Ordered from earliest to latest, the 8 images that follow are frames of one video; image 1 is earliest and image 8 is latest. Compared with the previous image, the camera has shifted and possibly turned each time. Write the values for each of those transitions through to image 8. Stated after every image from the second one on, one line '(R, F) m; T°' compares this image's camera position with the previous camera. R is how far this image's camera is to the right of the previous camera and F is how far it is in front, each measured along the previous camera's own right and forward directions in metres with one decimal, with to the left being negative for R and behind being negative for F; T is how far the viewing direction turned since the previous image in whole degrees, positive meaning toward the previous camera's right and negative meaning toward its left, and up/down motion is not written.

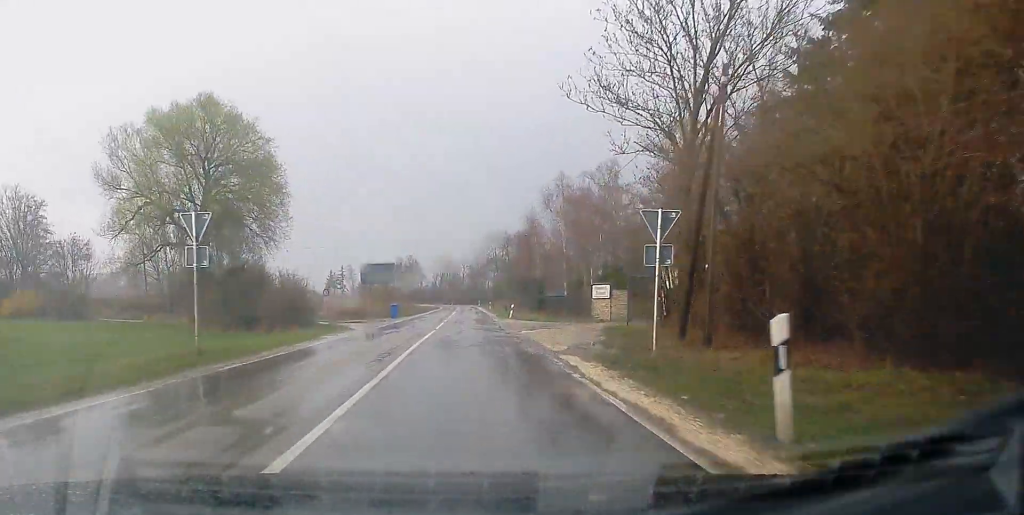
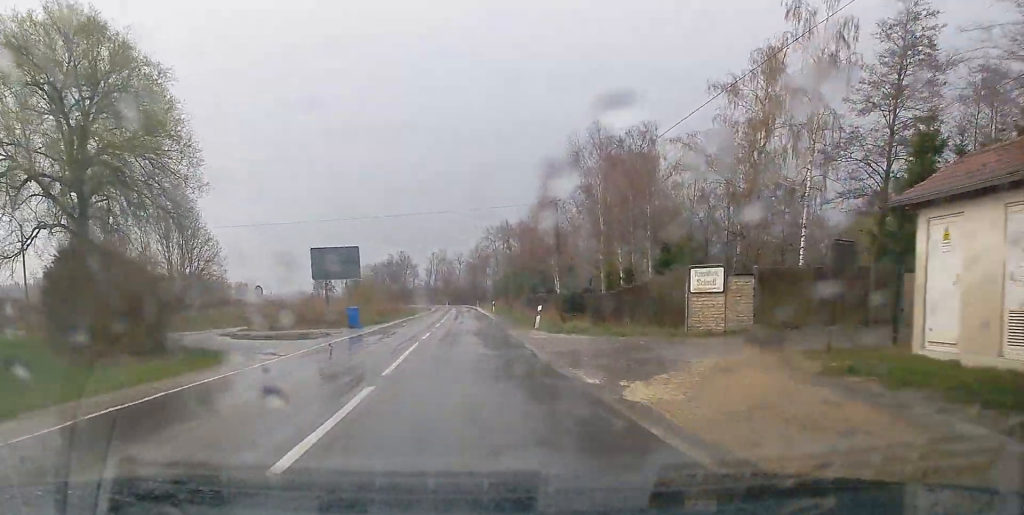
(+0.2, +19.6) m; 0°
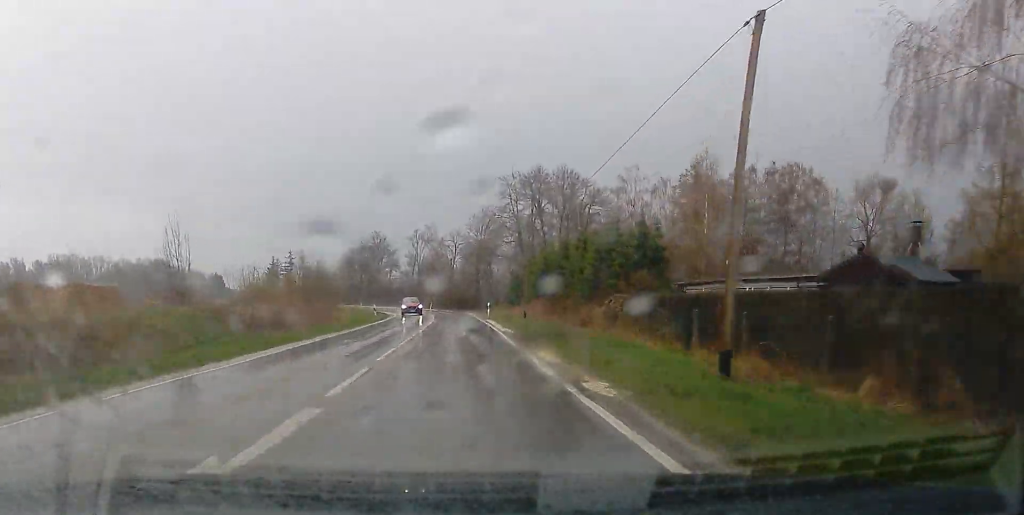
(0.0, +70.1) m; -1°
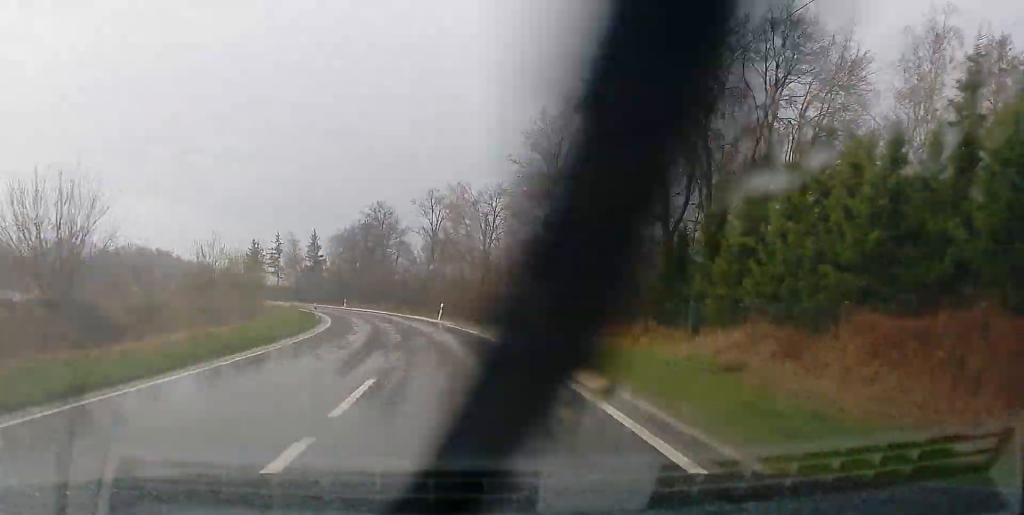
(-1.2, +54.4) m; -5°
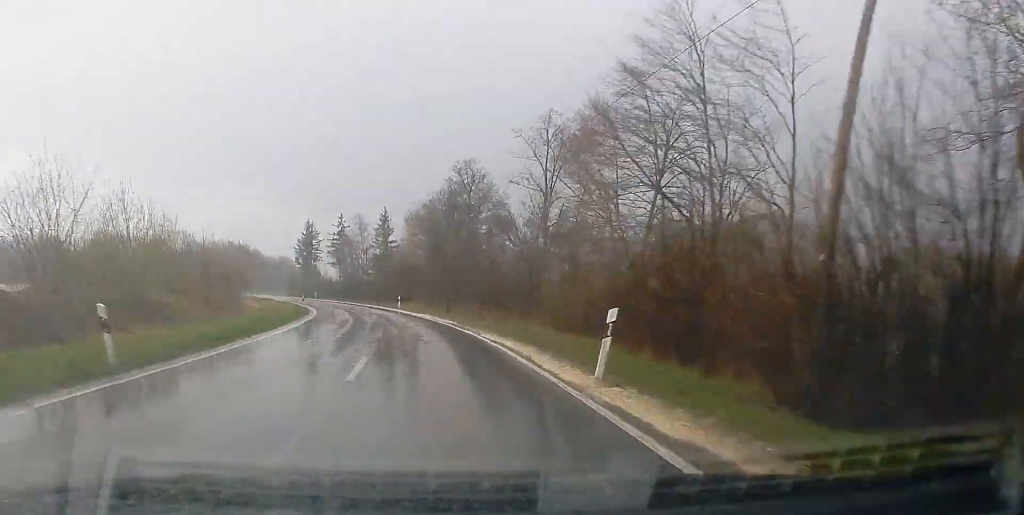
(-2.2, +39.3) m; -6°
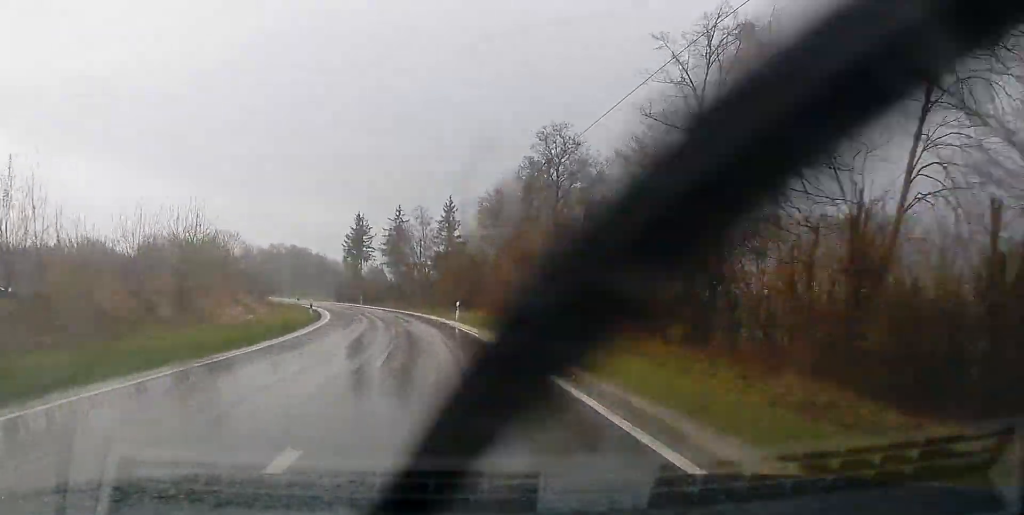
(-0.6, +21.7) m; -4°
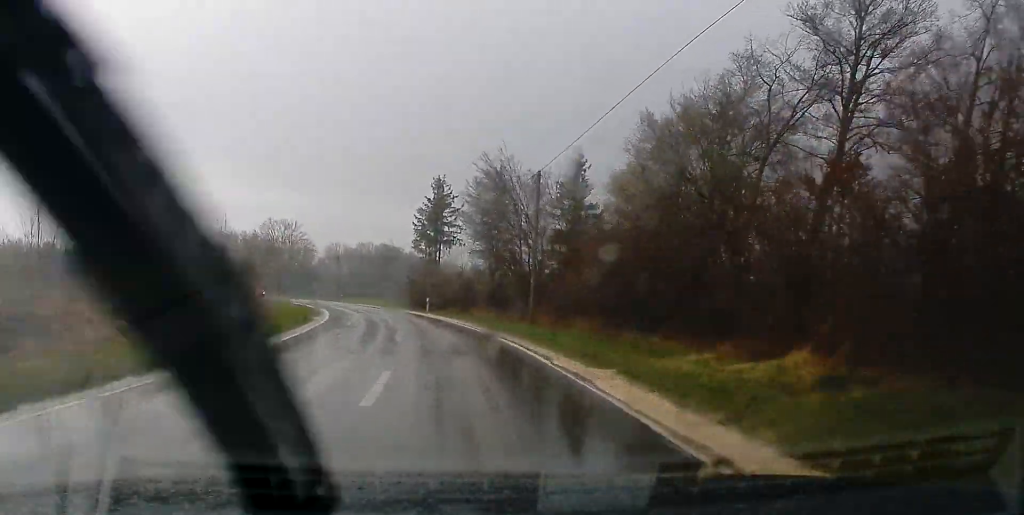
(-1.8, +38.8) m; -8°
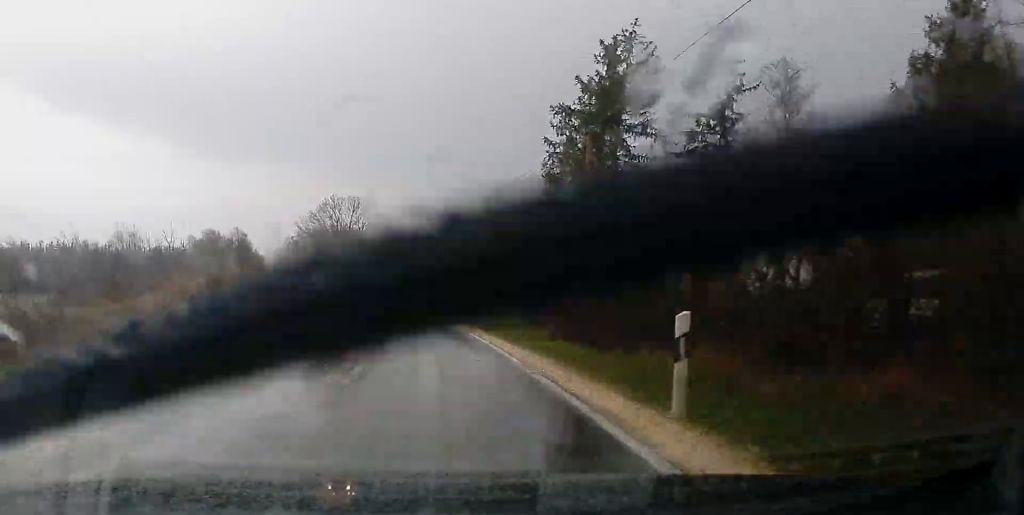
(-3.7, +46.2) m; -9°
